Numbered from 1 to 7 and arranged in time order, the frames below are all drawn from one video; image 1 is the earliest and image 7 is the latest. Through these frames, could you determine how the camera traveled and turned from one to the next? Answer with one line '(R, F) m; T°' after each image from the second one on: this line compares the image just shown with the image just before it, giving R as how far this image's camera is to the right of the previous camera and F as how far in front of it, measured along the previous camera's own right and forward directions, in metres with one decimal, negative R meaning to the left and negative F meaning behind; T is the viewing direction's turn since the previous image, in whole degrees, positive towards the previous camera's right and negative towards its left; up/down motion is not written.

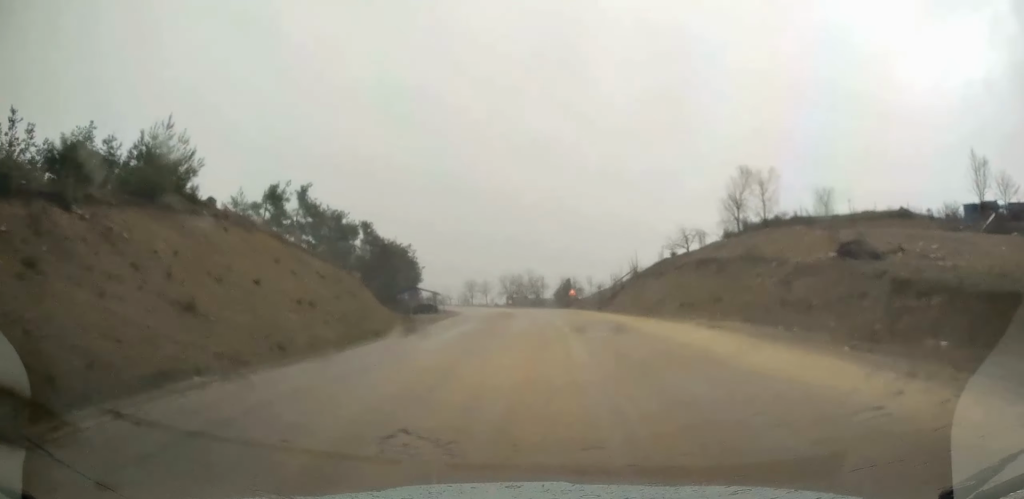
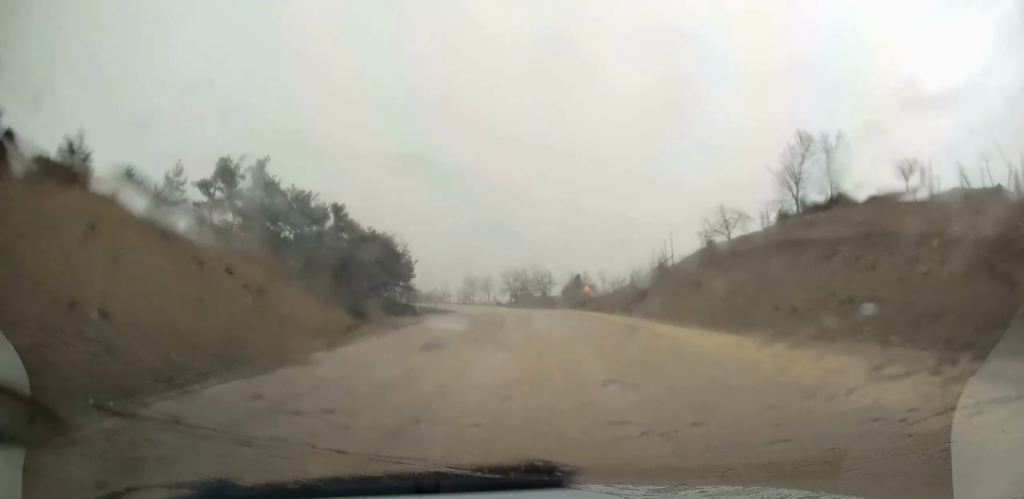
(-0.1, +16.0) m; 0°
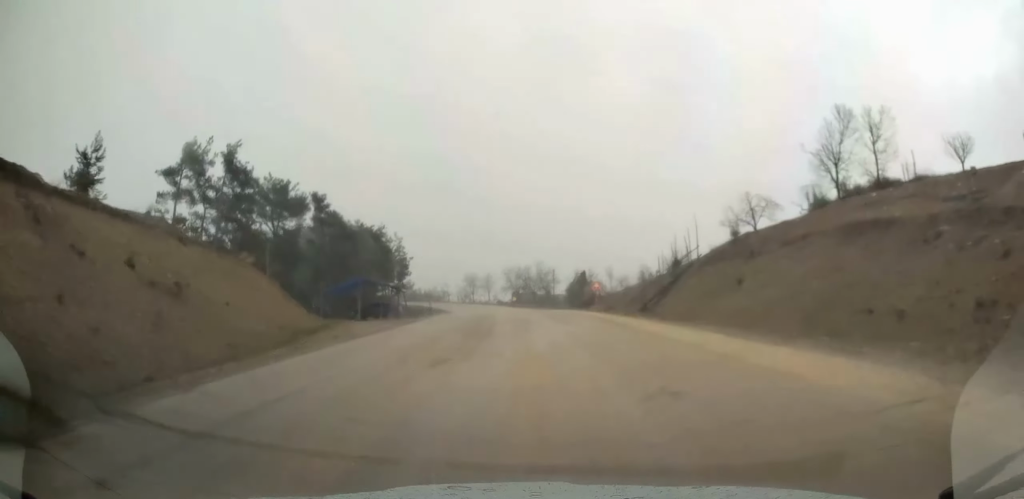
(0.0, +7.9) m; 0°
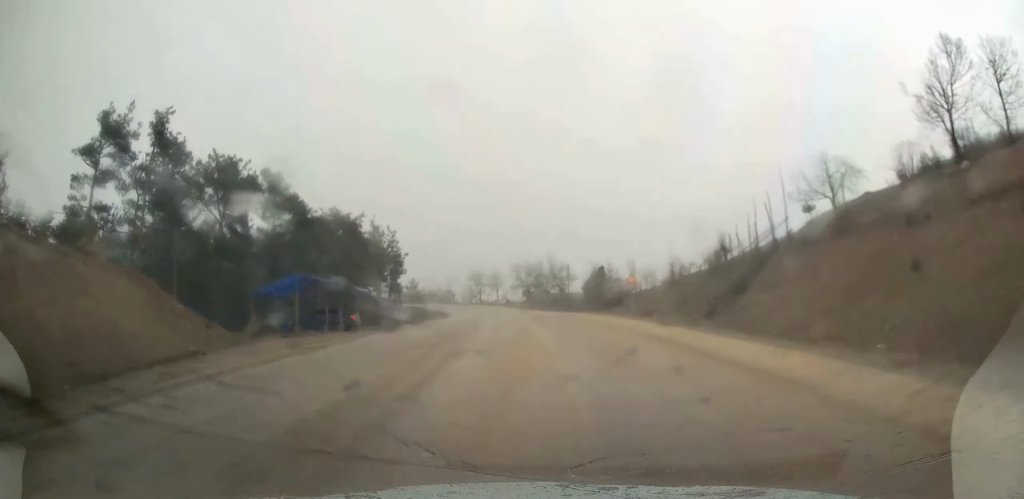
(0.0, +15.4) m; -1°
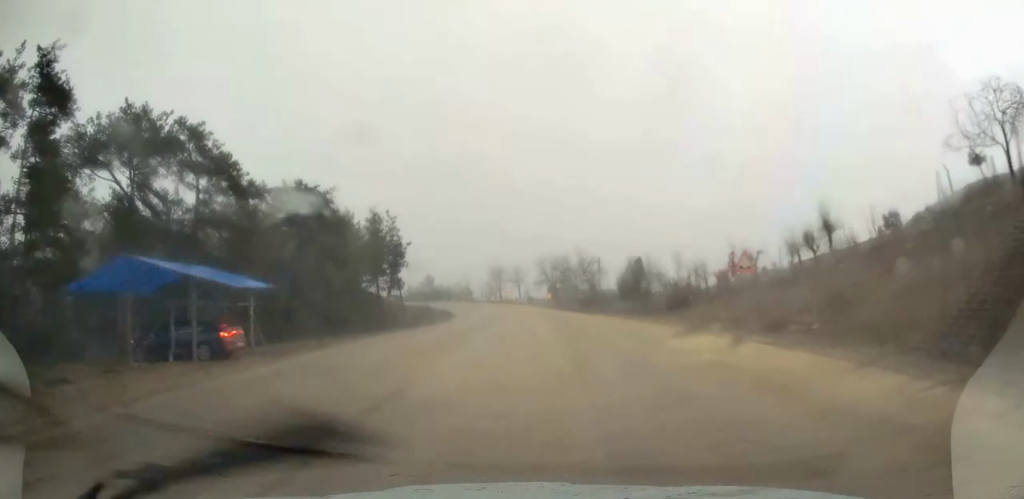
(-0.4, +17.7) m; -2°
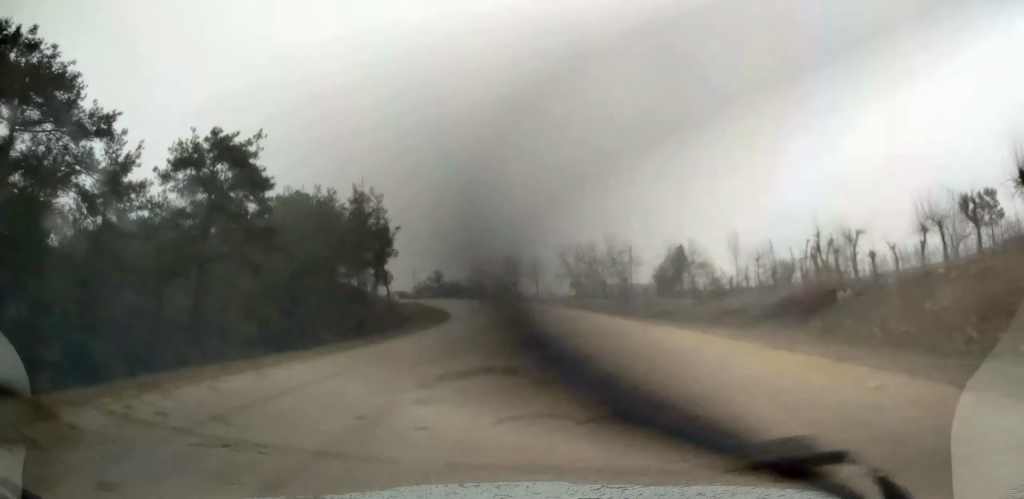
(-0.4, +18.8) m; -2°
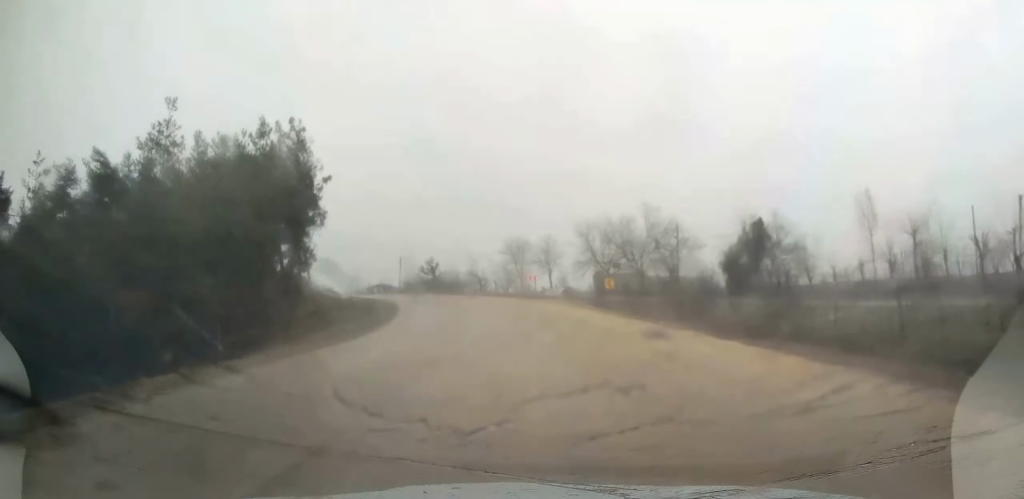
(-0.6, +29.6) m; -3°
